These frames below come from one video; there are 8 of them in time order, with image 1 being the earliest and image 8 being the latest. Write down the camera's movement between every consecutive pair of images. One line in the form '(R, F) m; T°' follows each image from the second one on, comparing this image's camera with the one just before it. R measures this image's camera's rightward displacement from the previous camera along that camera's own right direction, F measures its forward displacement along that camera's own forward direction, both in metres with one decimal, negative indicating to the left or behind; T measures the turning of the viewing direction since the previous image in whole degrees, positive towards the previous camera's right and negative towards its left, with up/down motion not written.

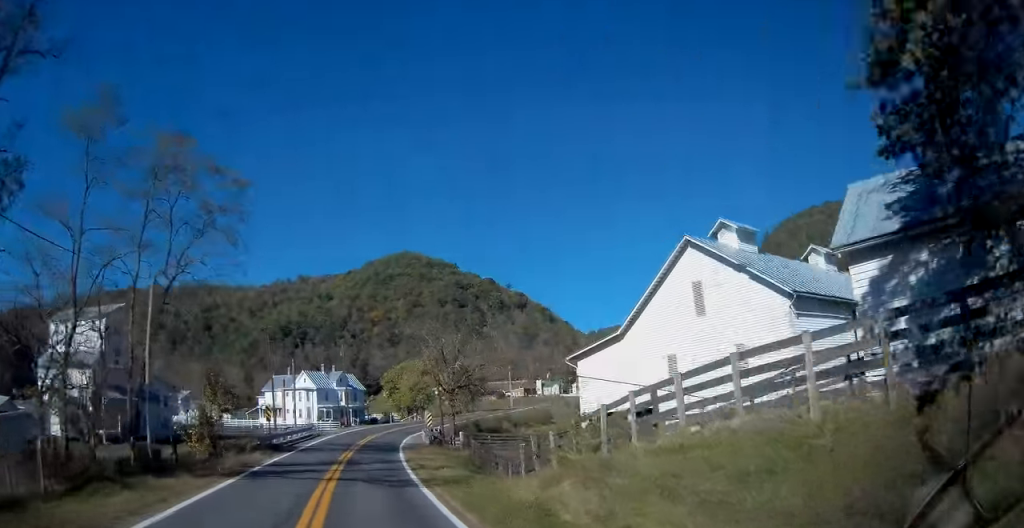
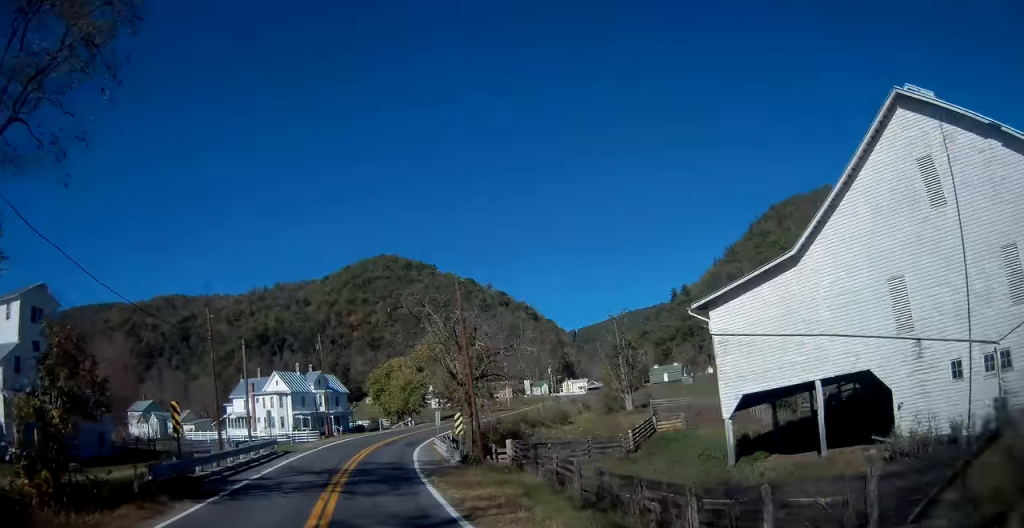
(+0.1, +15.3) m; 0°
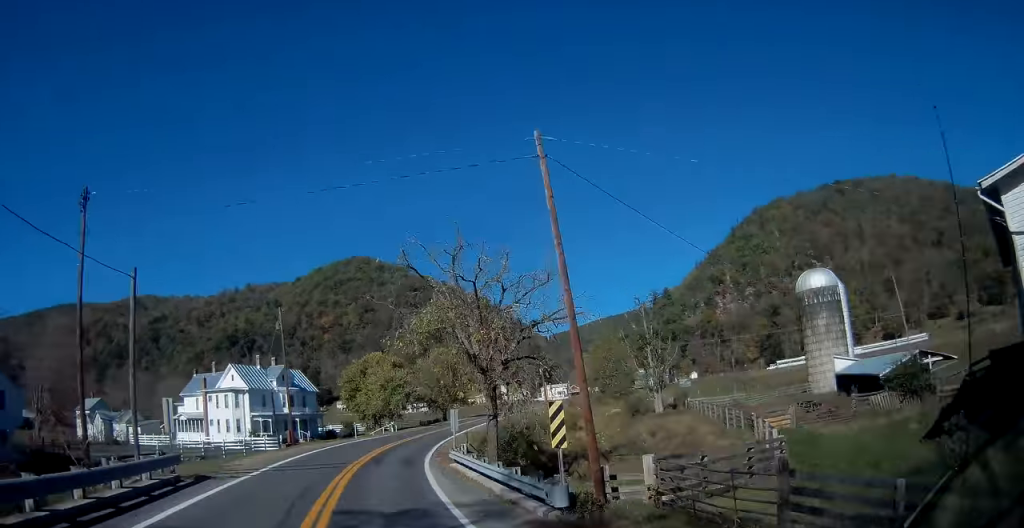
(0.0, +13.9) m; +2°
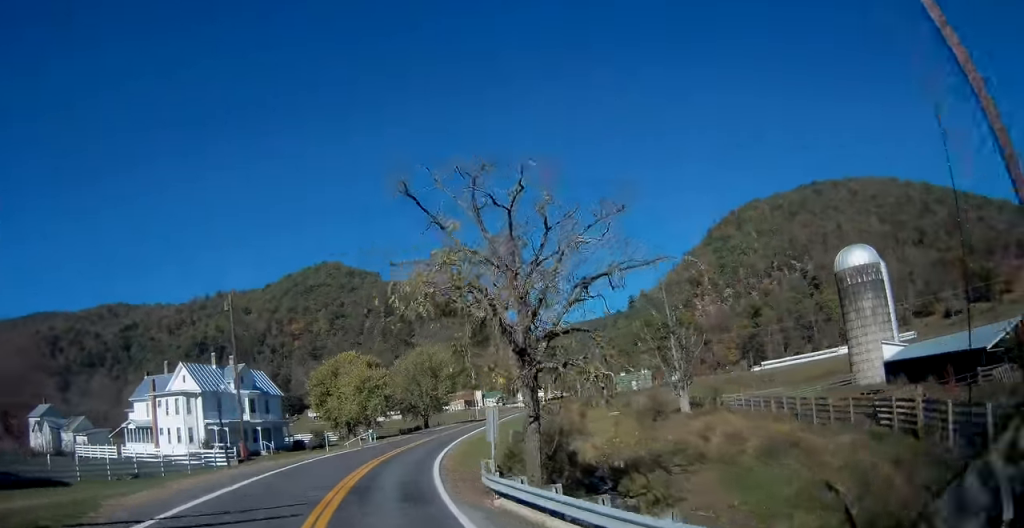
(0.0, +10.2) m; +3°
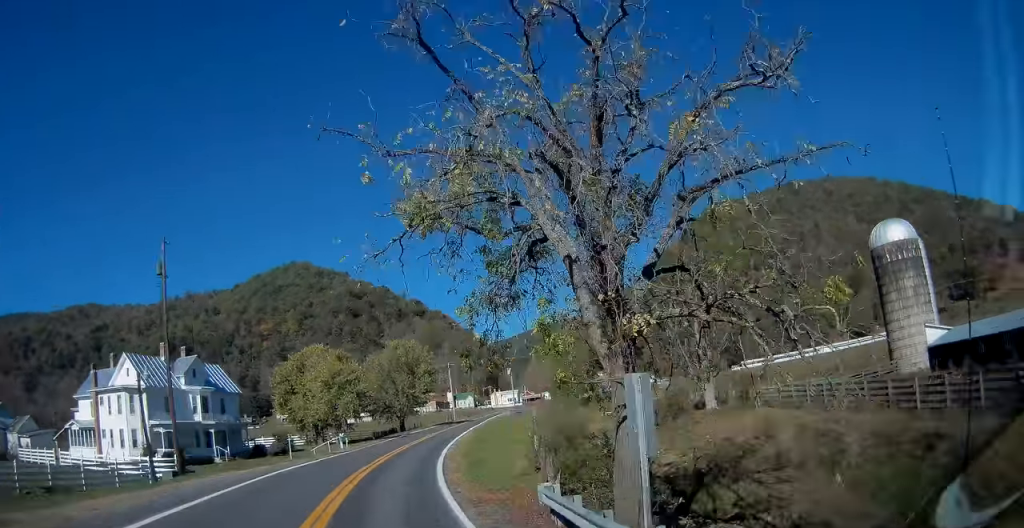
(+0.3, +8.7) m; +3°
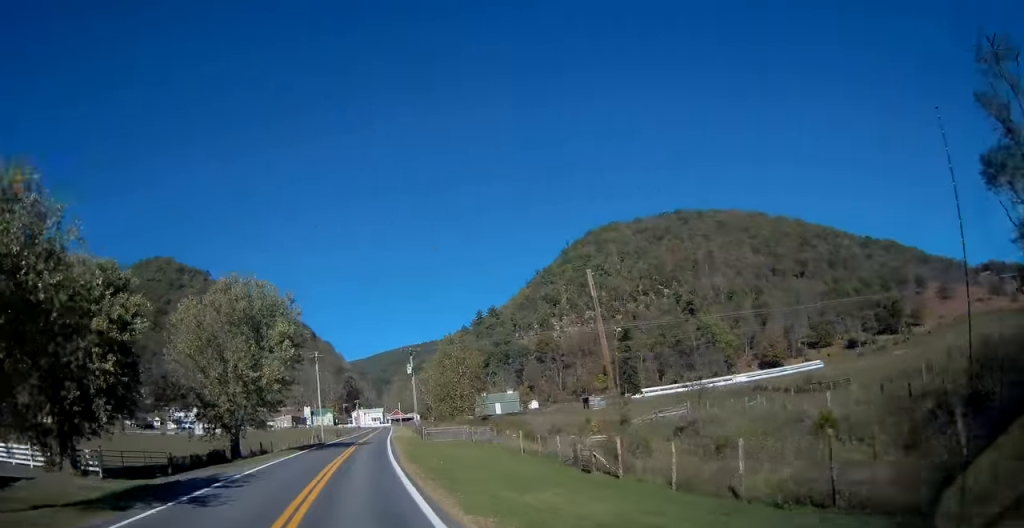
(+5.7, +37.8) m; +15°
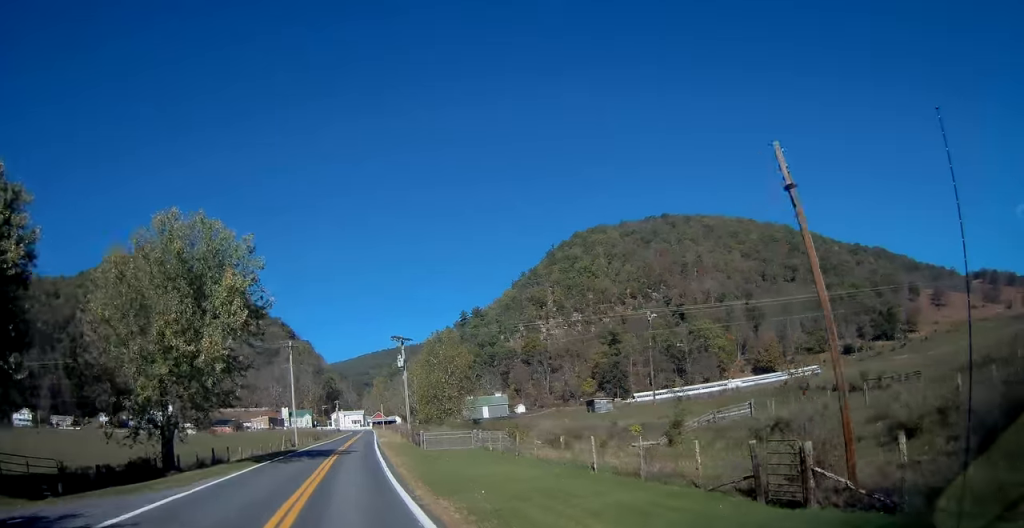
(0.0, +11.4) m; +1°
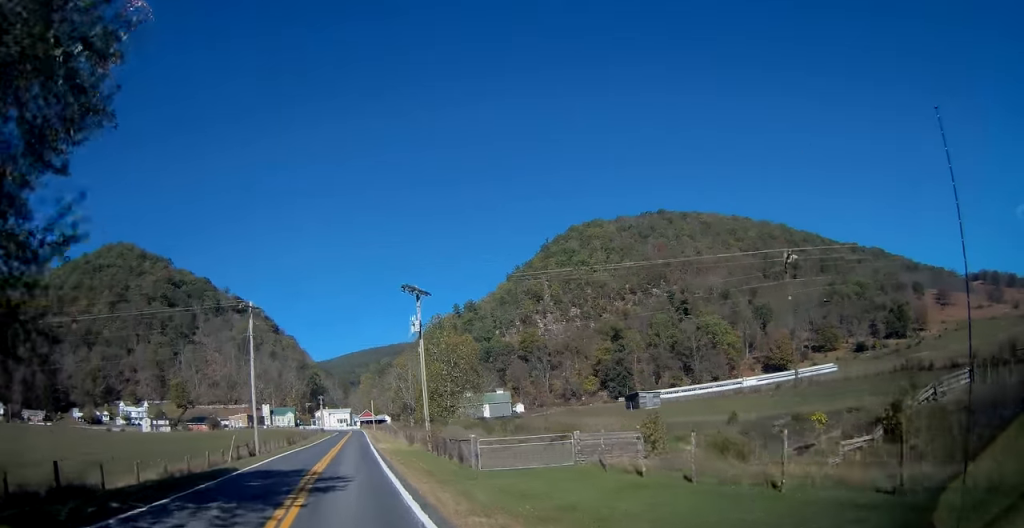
(+0.5, +20.1) m; +2°
